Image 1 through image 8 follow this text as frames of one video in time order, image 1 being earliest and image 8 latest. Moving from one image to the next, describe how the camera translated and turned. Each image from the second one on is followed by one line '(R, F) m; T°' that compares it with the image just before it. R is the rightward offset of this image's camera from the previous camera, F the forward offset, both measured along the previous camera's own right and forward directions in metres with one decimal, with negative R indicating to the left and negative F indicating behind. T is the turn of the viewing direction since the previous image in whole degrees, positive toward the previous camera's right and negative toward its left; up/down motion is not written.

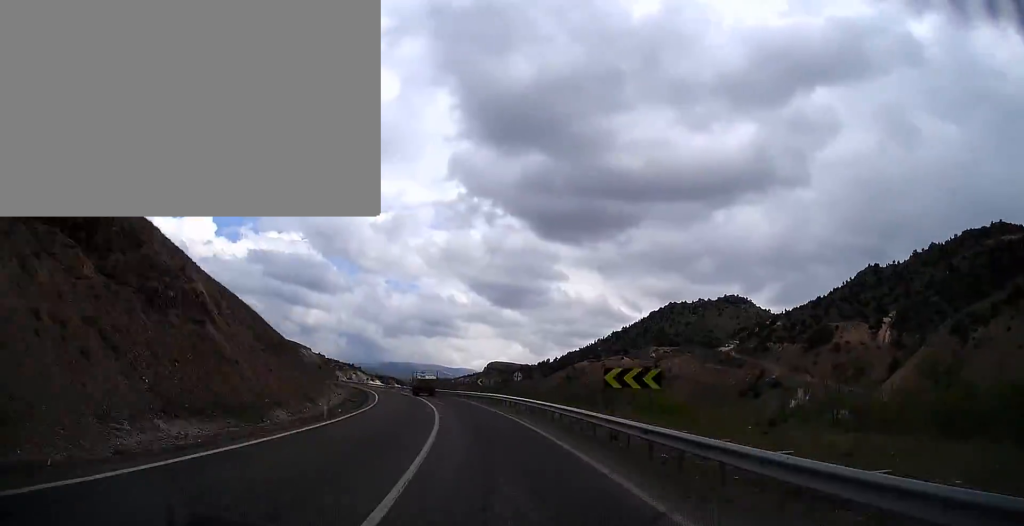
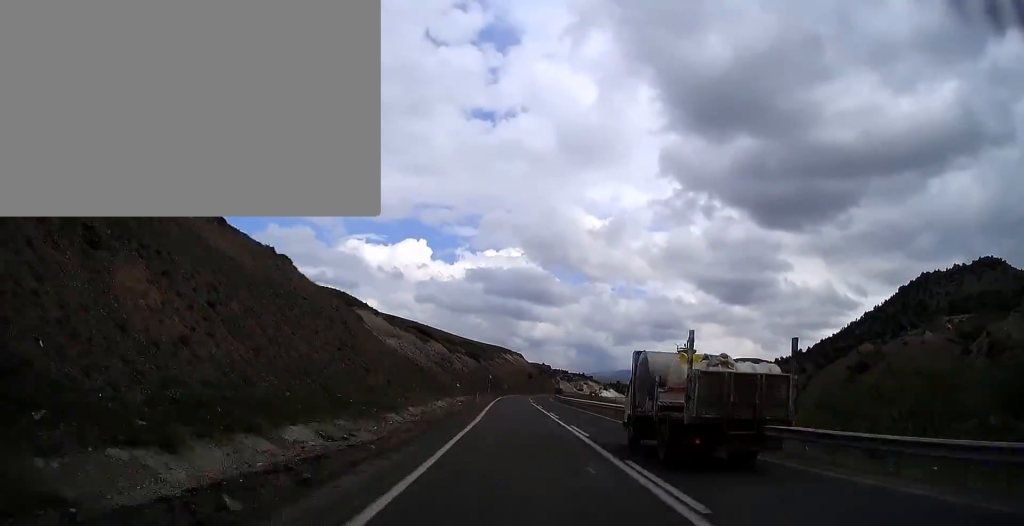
(-11.9, +105.0) m; -5°
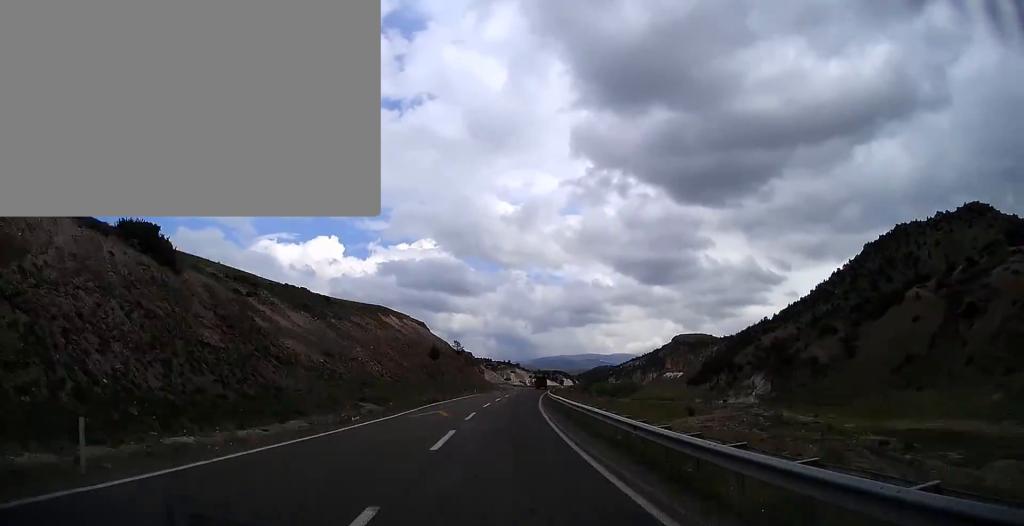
(+1.3, +123.8) m; +1°
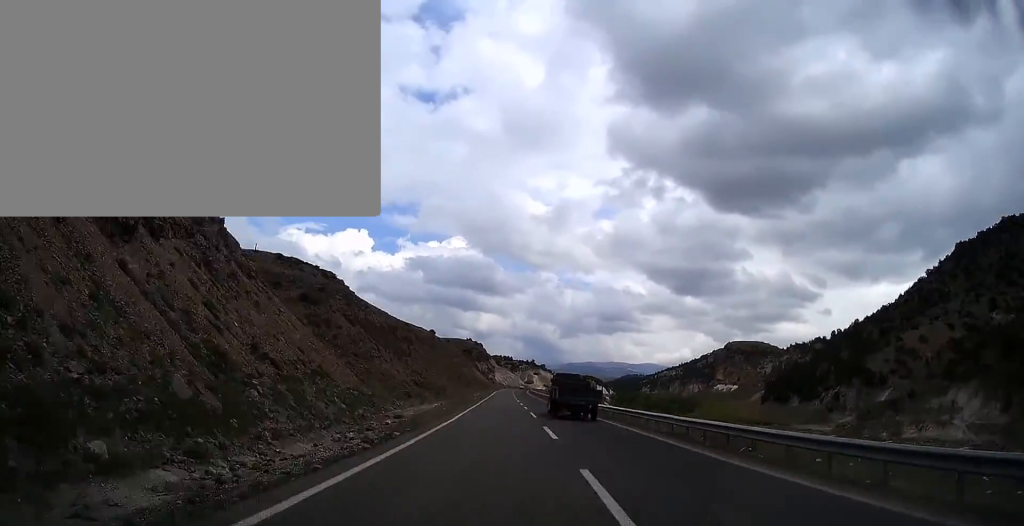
(+0.3, +160.4) m; 0°
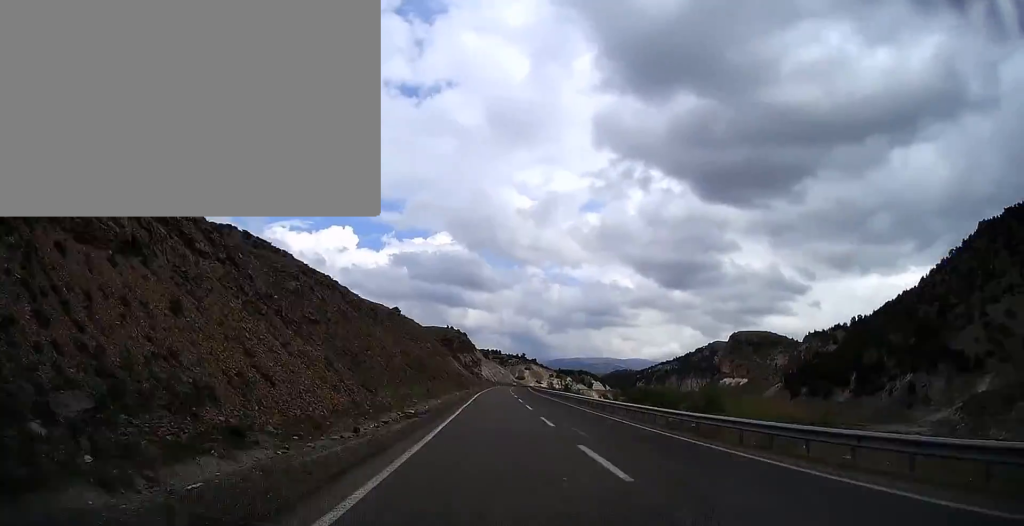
(+0.1, +68.9) m; 0°
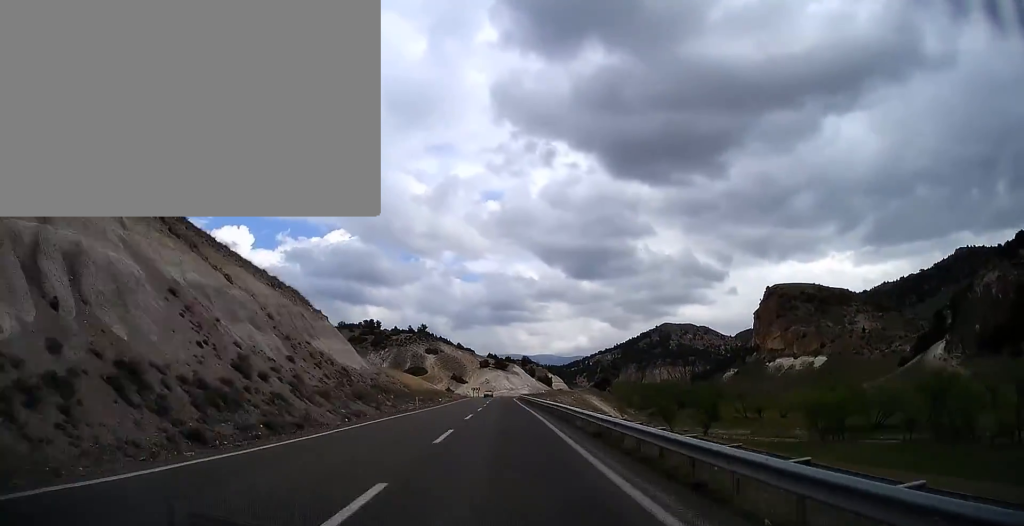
(+12.8, +334.7) m; +9°
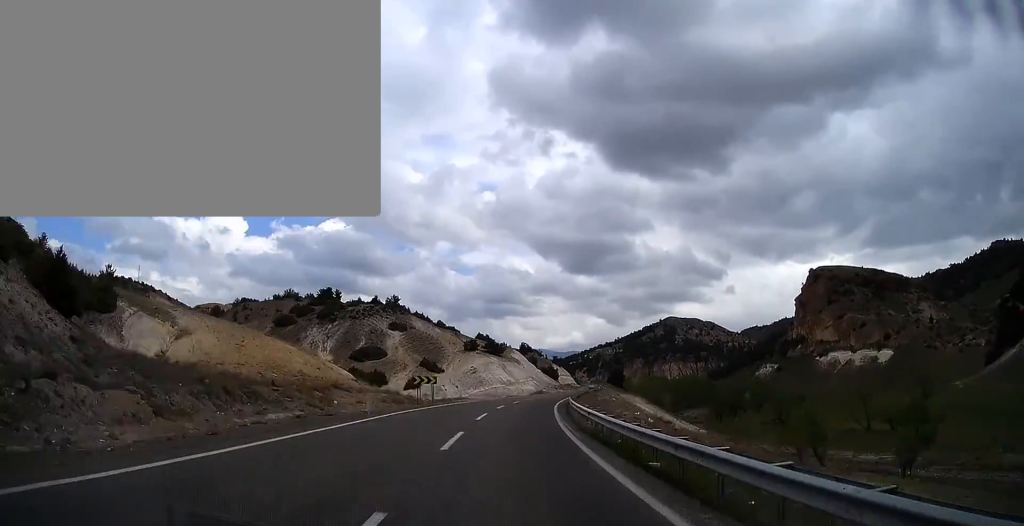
(+4.9, +87.2) m; +4°
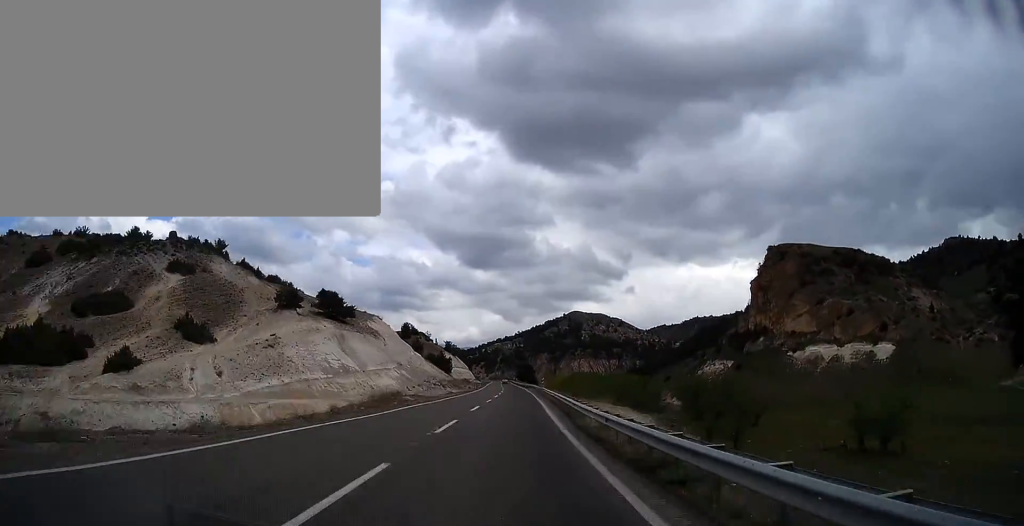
(+3.4, +92.2) m; +3°
